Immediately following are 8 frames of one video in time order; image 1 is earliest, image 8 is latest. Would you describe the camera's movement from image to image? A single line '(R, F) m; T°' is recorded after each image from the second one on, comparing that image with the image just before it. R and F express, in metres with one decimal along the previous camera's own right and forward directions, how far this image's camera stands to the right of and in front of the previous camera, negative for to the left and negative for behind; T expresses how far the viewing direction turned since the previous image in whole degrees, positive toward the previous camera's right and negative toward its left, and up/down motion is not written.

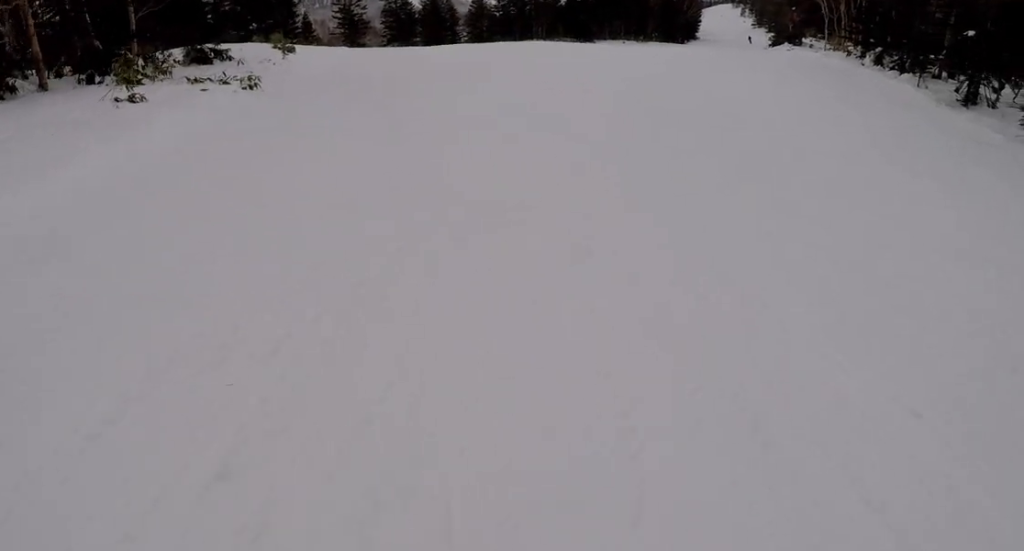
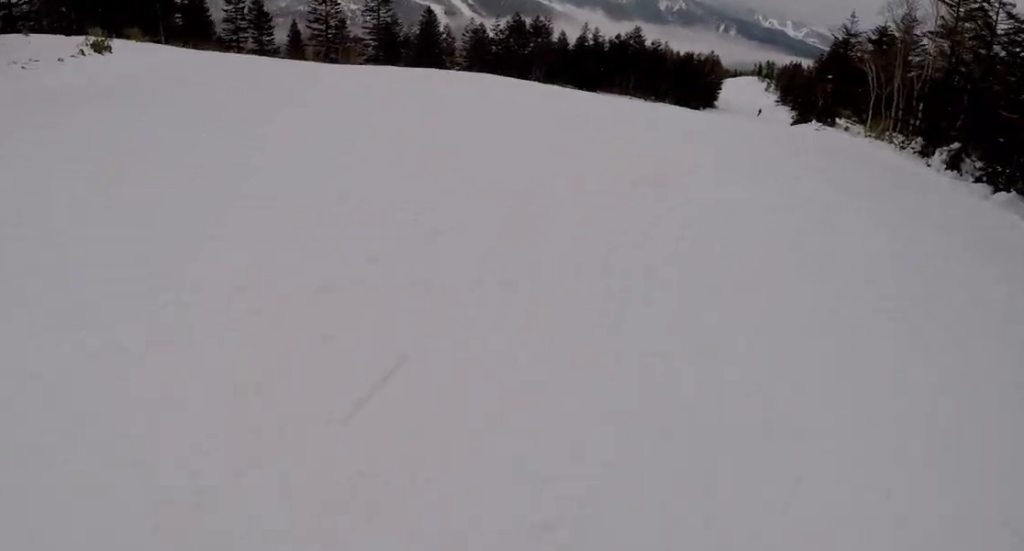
(+2.0, +10.8) m; -2°
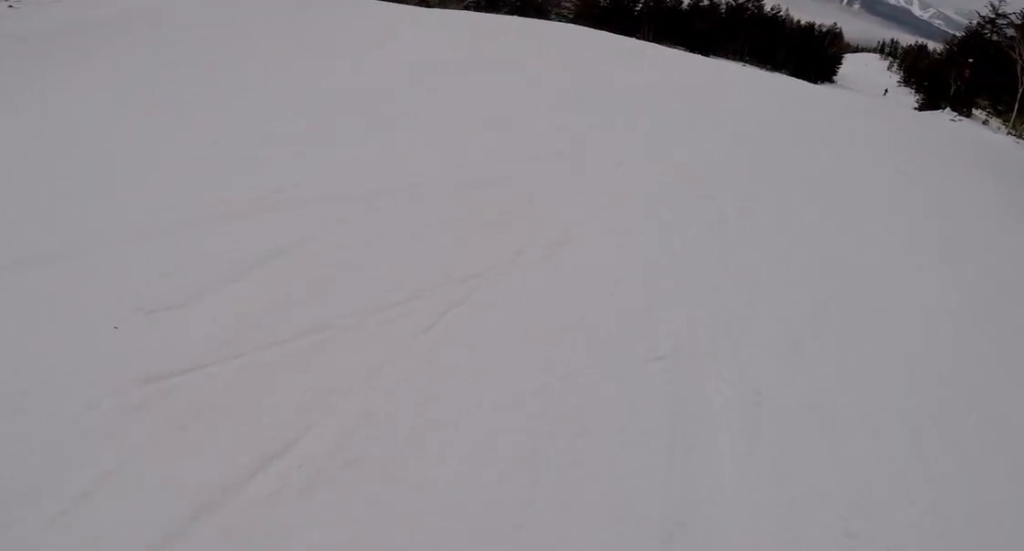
(-1.2, +3.5) m; -7°
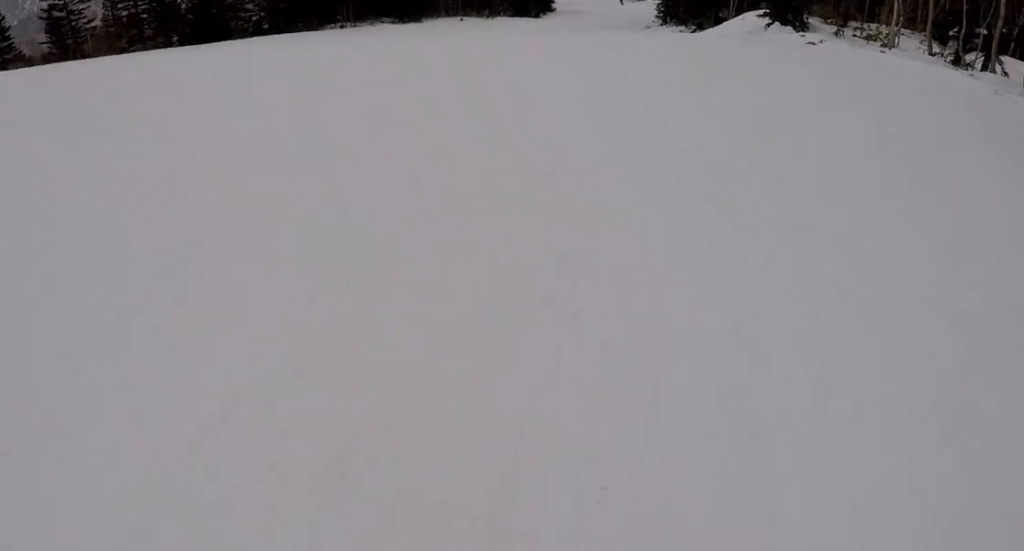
(+1.6, +12.5) m; +18°
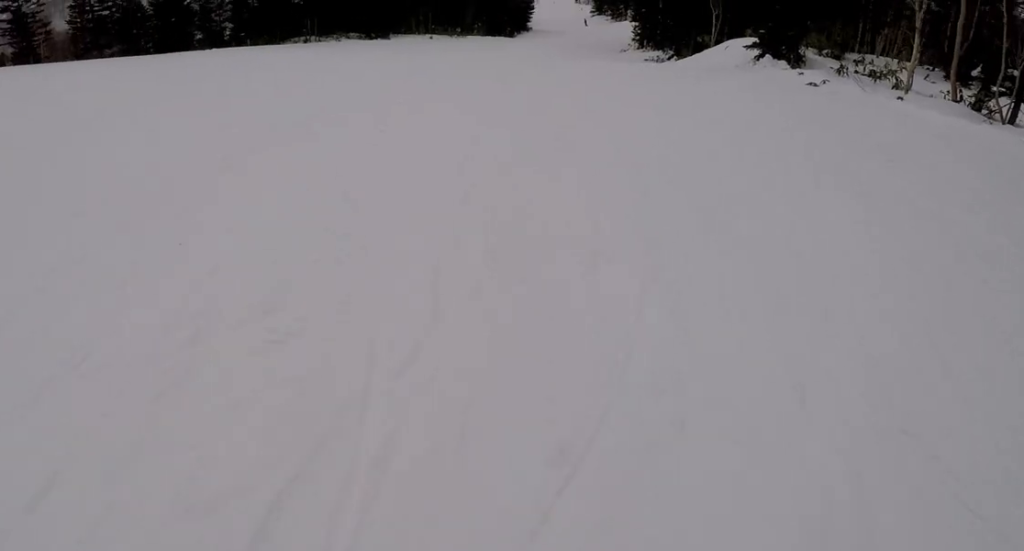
(+0.6, +4.1) m; -6°
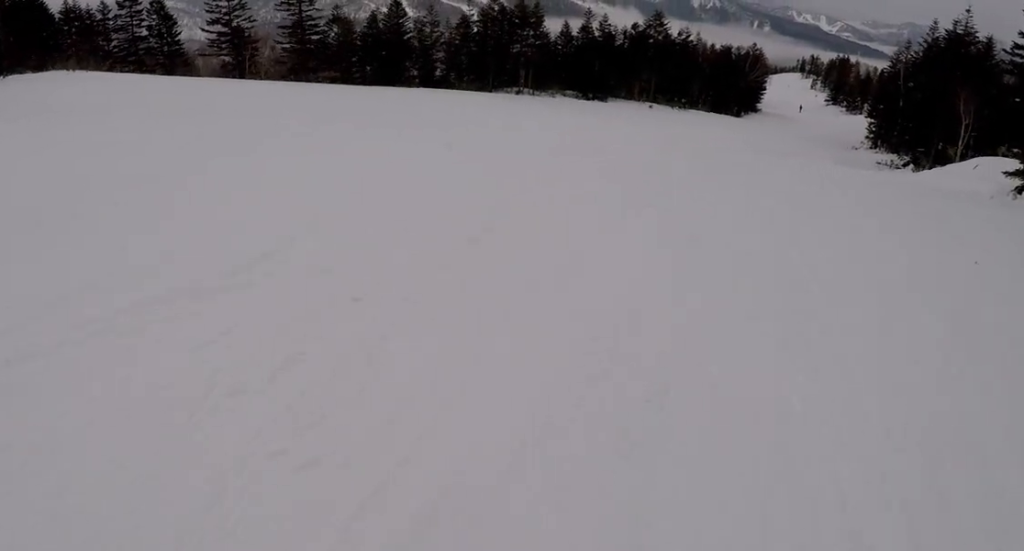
(0.0, +3.5) m; -10°
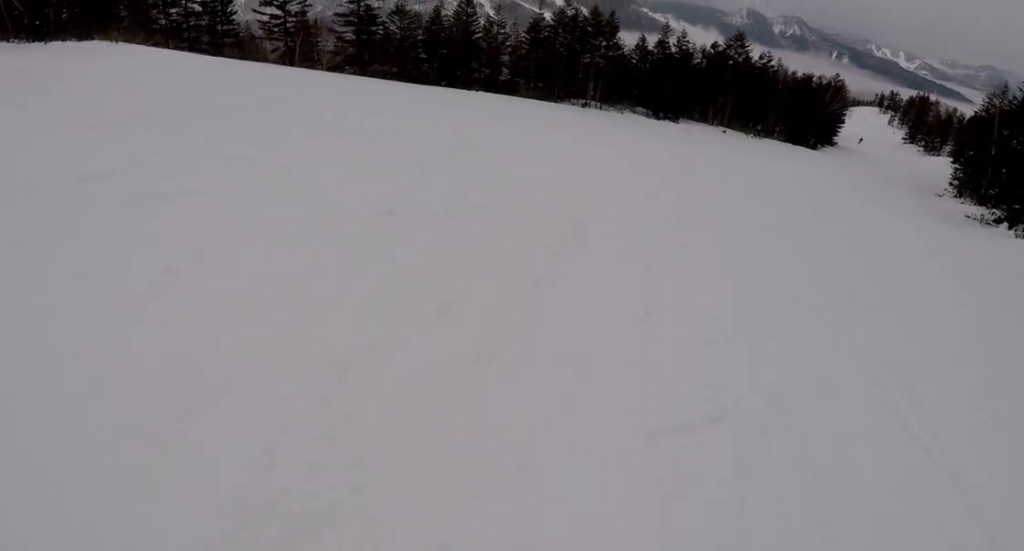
(-1.3, +4.1) m; -14°
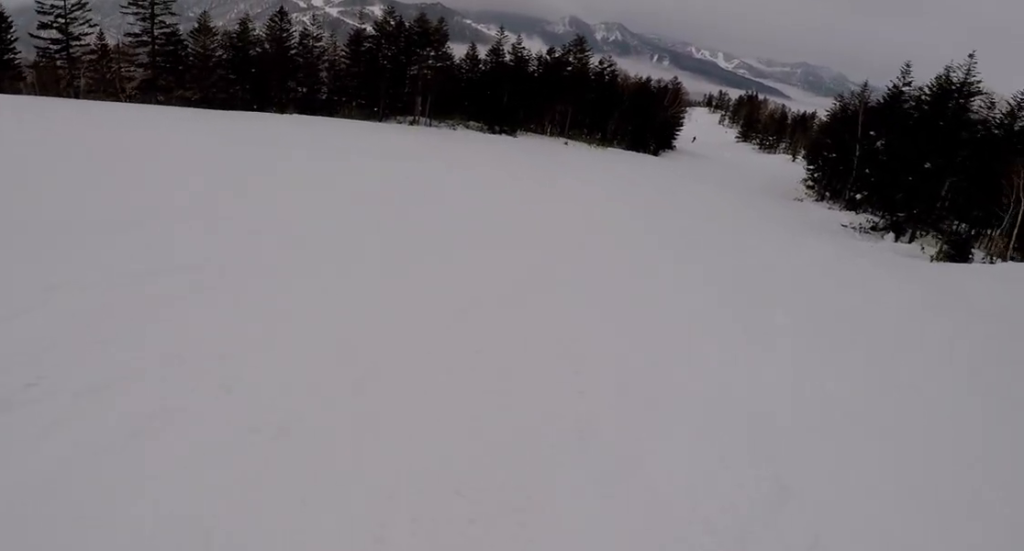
(+0.8, +6.7) m; +23°
